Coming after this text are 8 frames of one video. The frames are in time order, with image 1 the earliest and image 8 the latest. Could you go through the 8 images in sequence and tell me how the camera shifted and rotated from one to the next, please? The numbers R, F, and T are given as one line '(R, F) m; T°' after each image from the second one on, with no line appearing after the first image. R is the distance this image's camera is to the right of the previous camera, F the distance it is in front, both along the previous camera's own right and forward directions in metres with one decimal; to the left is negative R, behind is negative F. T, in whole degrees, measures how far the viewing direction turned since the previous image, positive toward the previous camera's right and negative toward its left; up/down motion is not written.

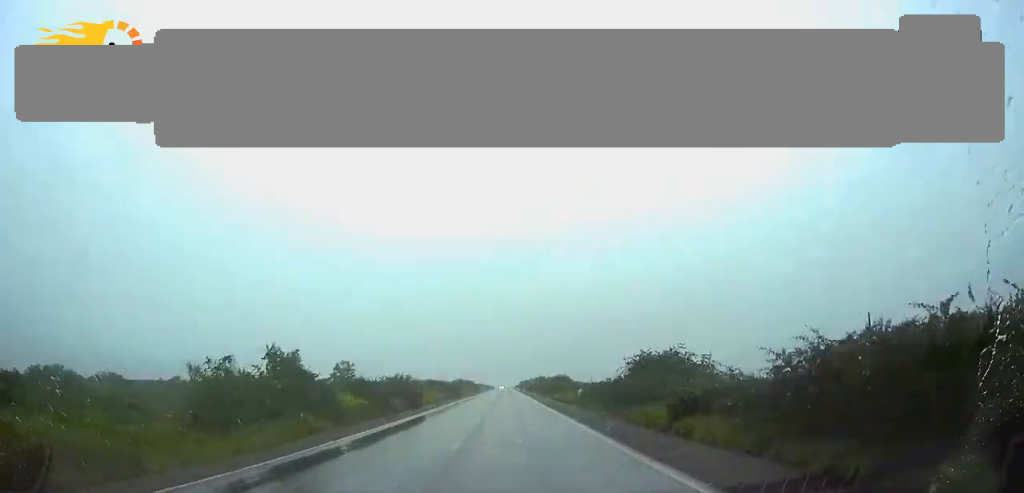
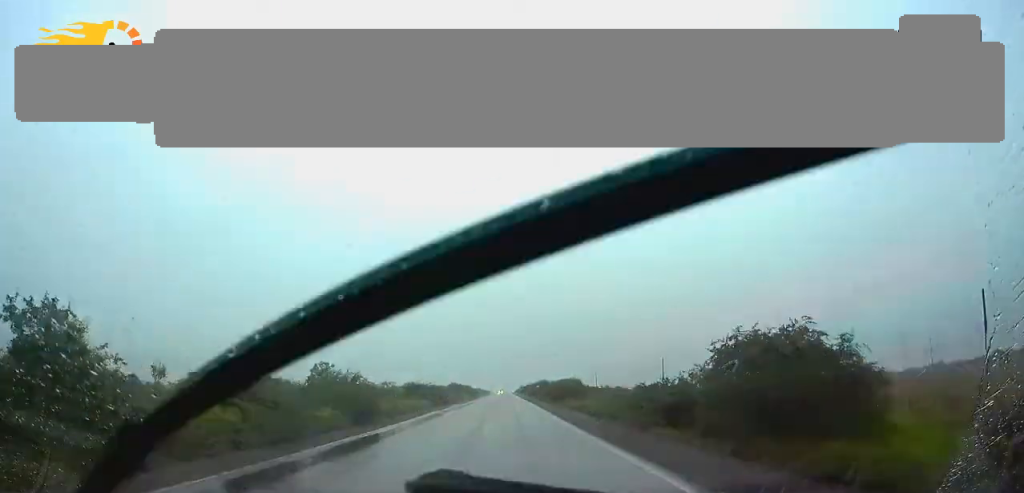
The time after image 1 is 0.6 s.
(0.0, +17.4) m; 0°
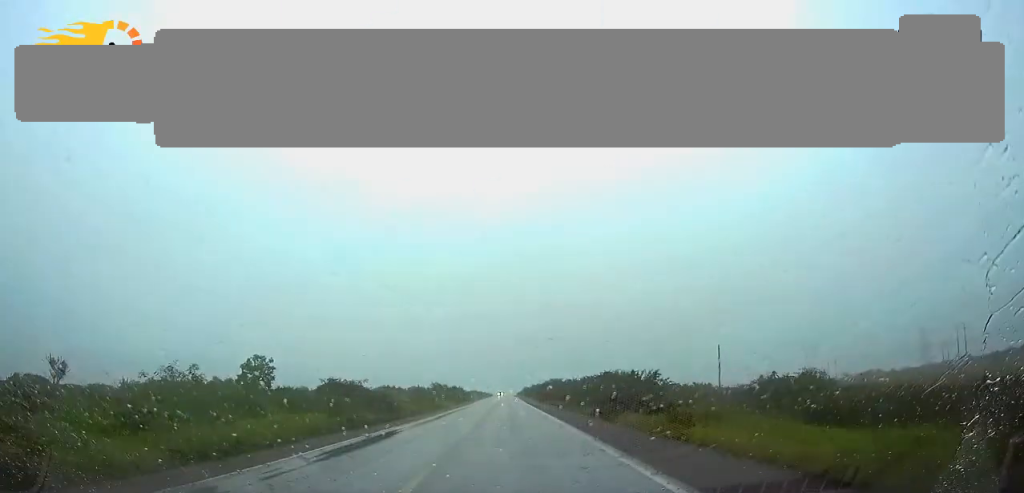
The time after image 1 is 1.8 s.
(0.0, +36.9) m; 0°
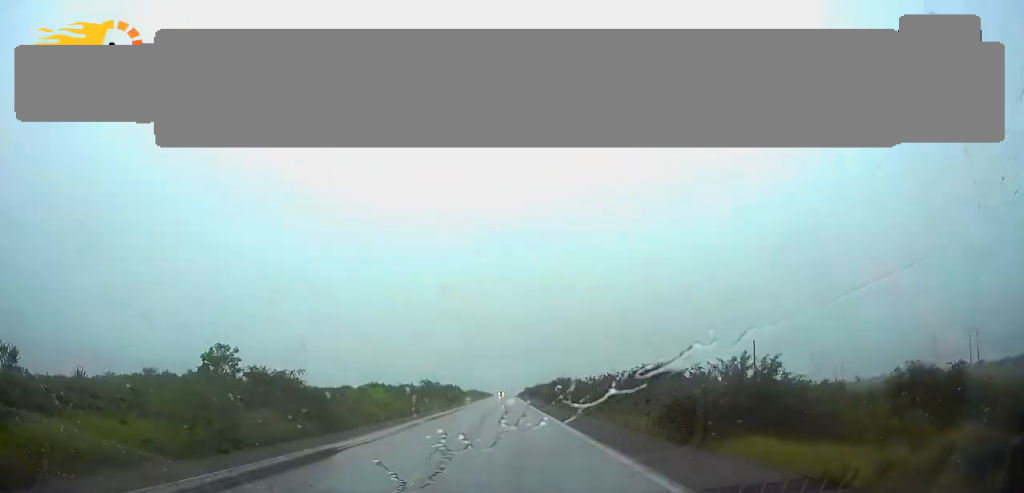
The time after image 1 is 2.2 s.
(0.0, +14.3) m; 0°
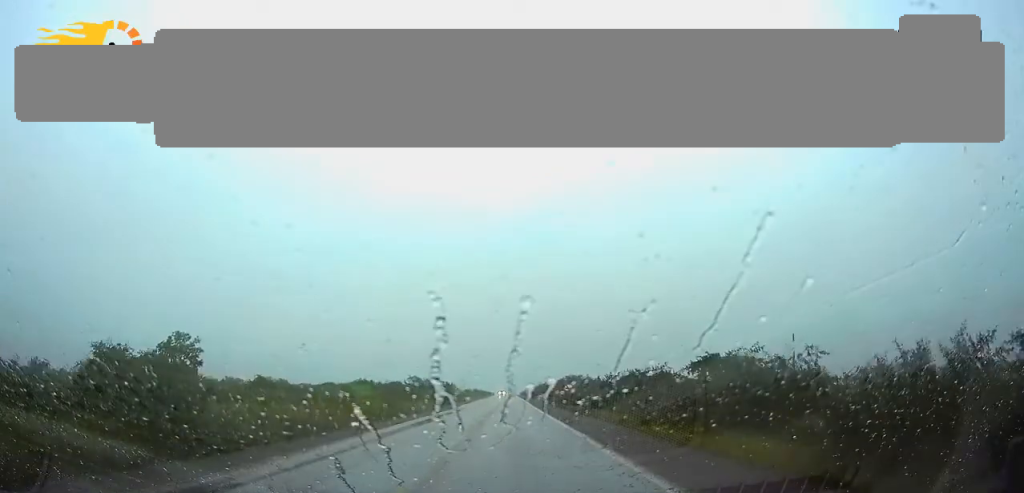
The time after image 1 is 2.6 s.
(0.0, +12.3) m; 0°
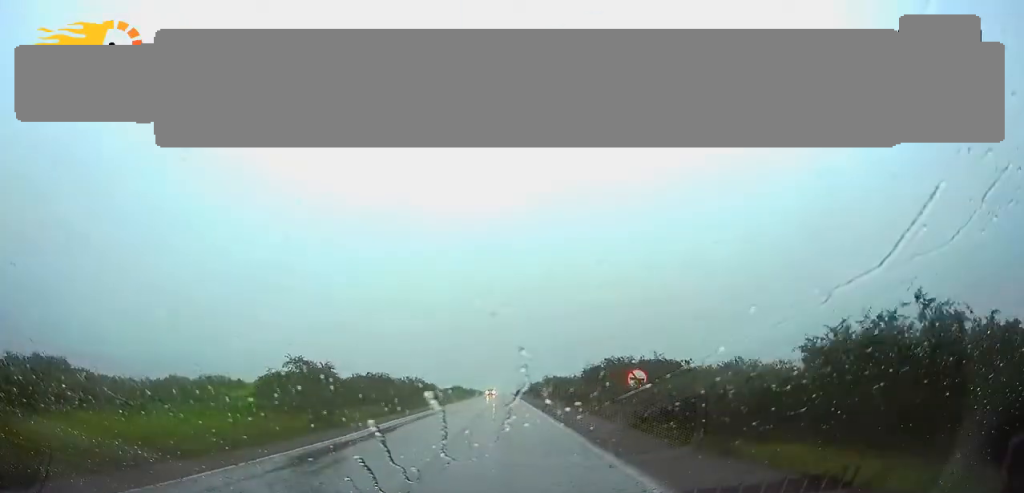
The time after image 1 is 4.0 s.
(0.0, +42.0) m; 0°
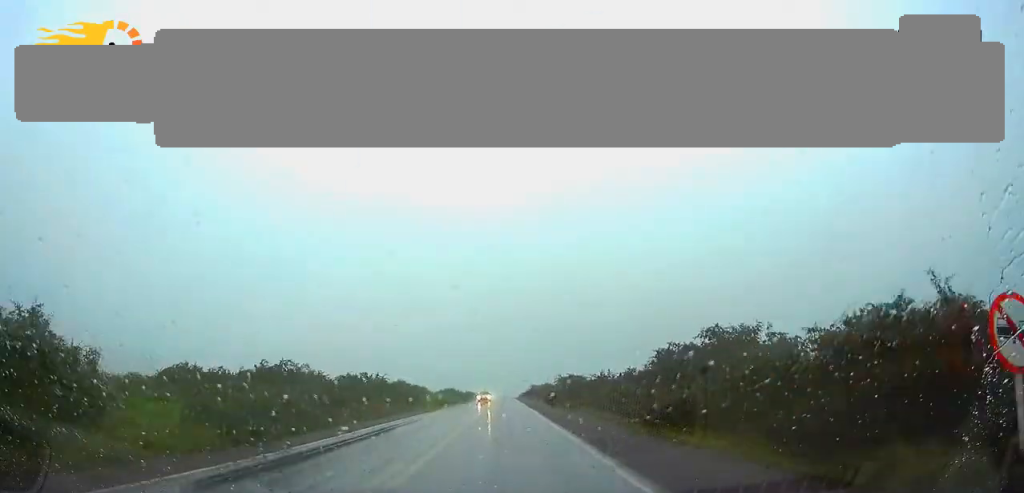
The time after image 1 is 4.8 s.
(-0.1, +25.5) m; 0°
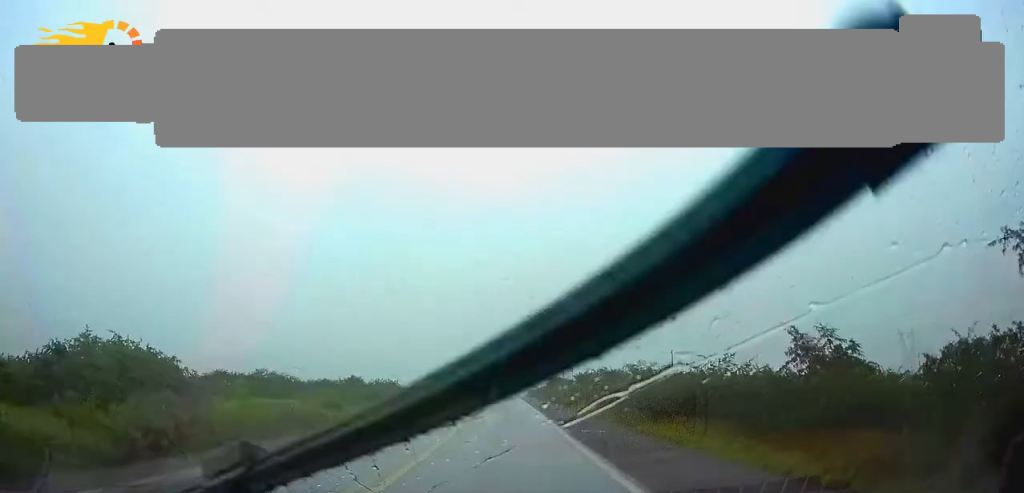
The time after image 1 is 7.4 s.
(0.0, +77.5) m; 0°
